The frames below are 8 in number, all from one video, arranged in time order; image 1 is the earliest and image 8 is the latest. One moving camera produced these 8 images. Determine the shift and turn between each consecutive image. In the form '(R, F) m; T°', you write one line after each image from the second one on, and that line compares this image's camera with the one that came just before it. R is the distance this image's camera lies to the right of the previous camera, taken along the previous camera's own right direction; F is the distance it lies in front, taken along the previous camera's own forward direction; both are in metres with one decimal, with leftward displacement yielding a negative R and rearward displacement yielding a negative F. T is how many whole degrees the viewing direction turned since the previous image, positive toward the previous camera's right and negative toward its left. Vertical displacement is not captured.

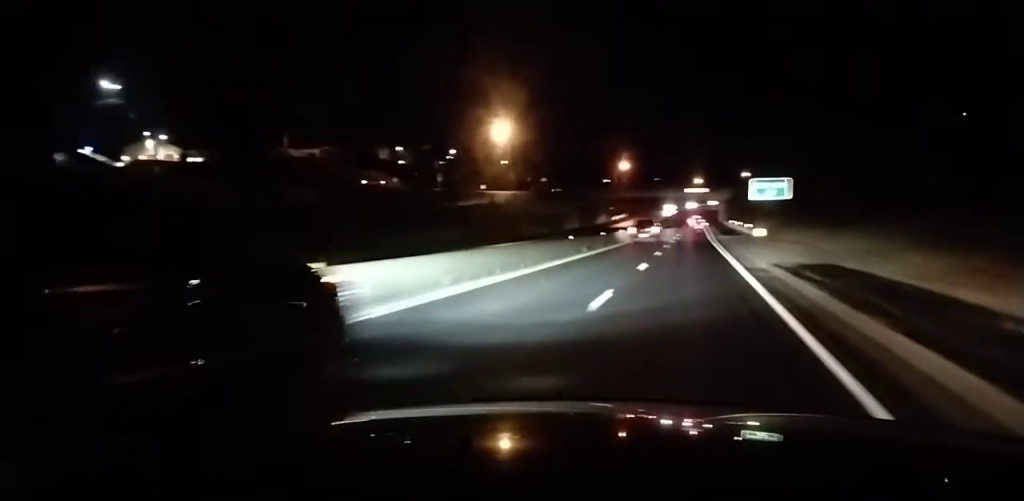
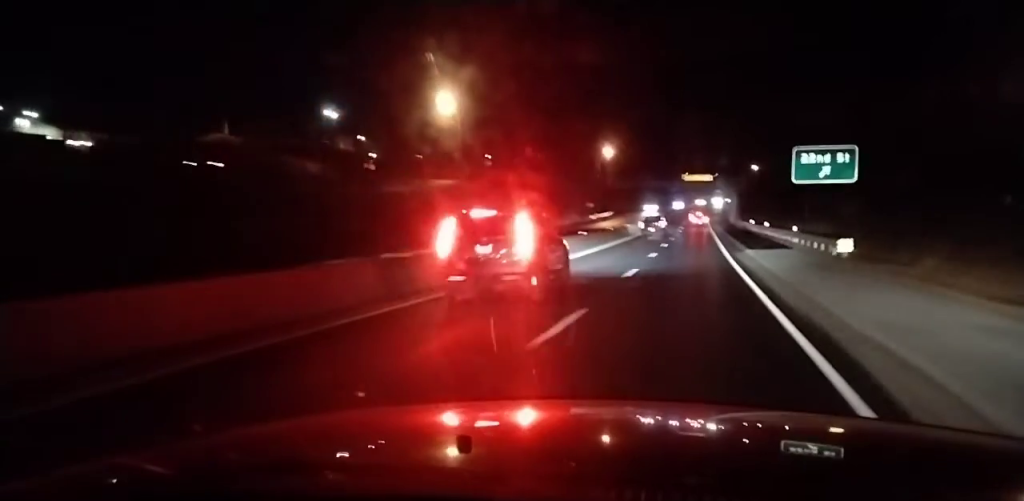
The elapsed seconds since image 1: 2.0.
(-0.2, +46.3) m; 0°
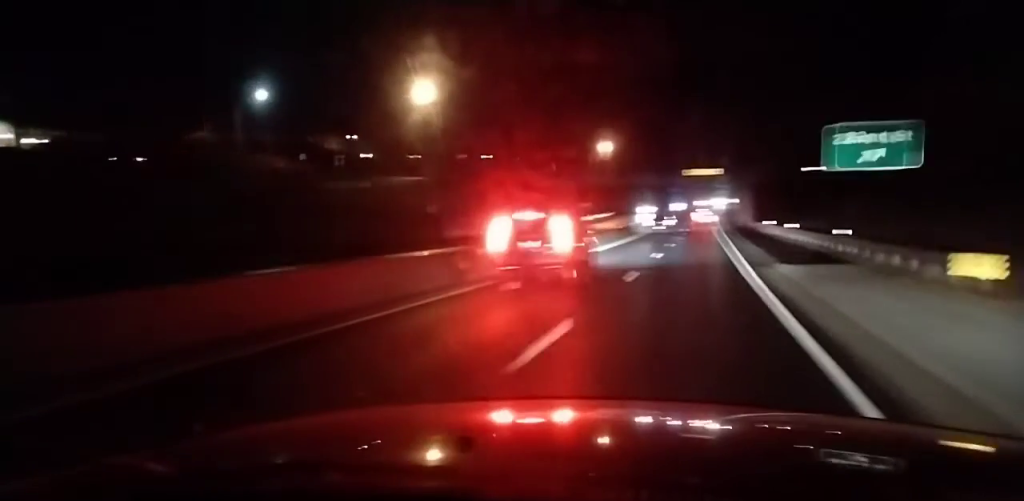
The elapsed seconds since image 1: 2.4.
(0.0, +8.8) m; 0°
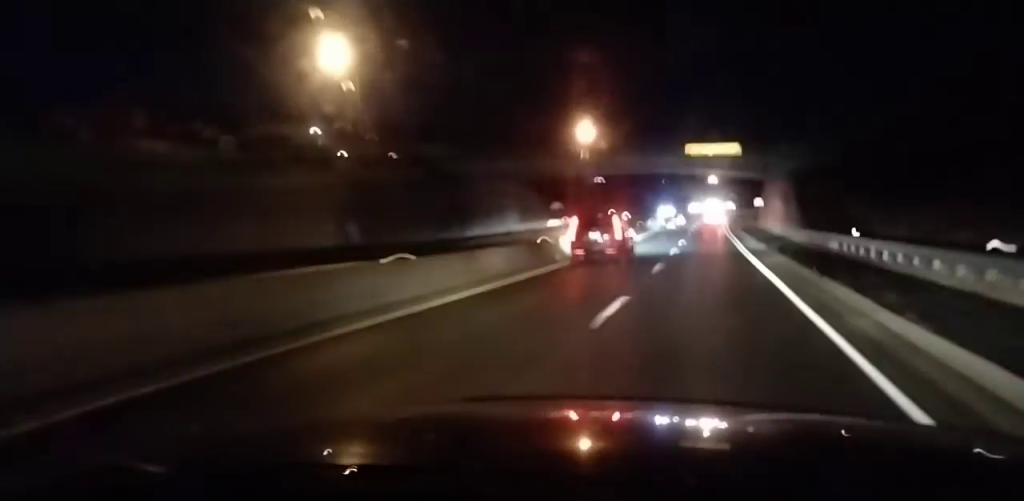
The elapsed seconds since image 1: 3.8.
(+0.2, +33.5) m; 0°
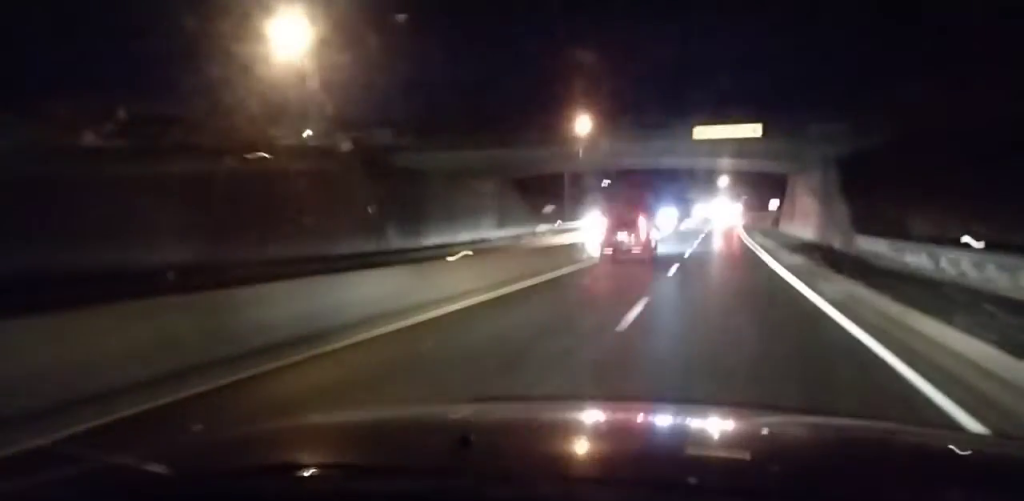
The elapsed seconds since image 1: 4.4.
(+0.1, +12.9) m; 0°
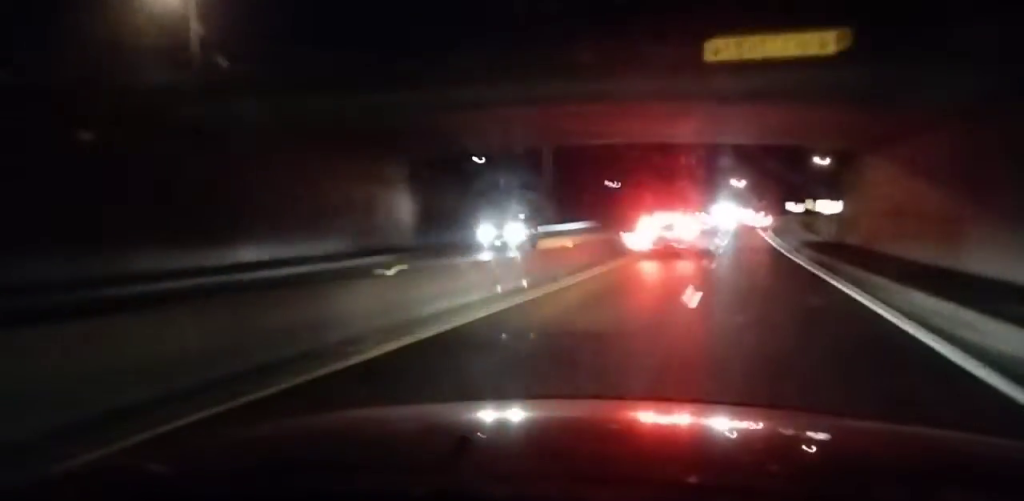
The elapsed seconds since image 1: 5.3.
(-0.3, +21.1) m; -1°
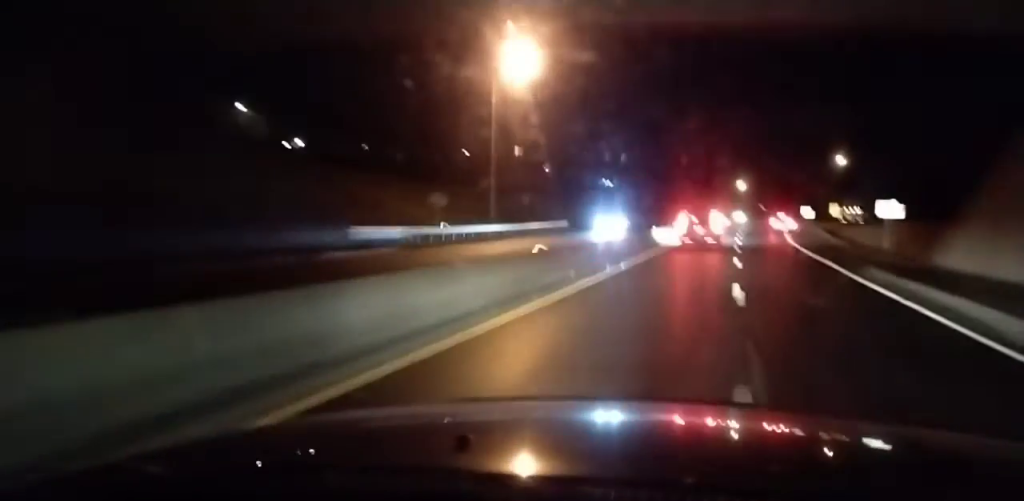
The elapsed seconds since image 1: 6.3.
(-0.1, +23.4) m; 0°
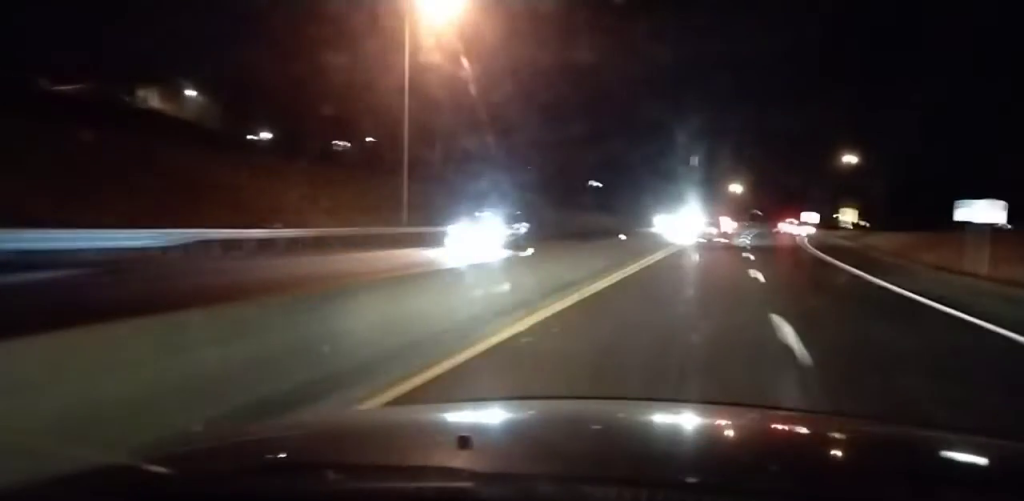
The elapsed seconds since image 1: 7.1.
(+0.2, +20.4) m; 0°
